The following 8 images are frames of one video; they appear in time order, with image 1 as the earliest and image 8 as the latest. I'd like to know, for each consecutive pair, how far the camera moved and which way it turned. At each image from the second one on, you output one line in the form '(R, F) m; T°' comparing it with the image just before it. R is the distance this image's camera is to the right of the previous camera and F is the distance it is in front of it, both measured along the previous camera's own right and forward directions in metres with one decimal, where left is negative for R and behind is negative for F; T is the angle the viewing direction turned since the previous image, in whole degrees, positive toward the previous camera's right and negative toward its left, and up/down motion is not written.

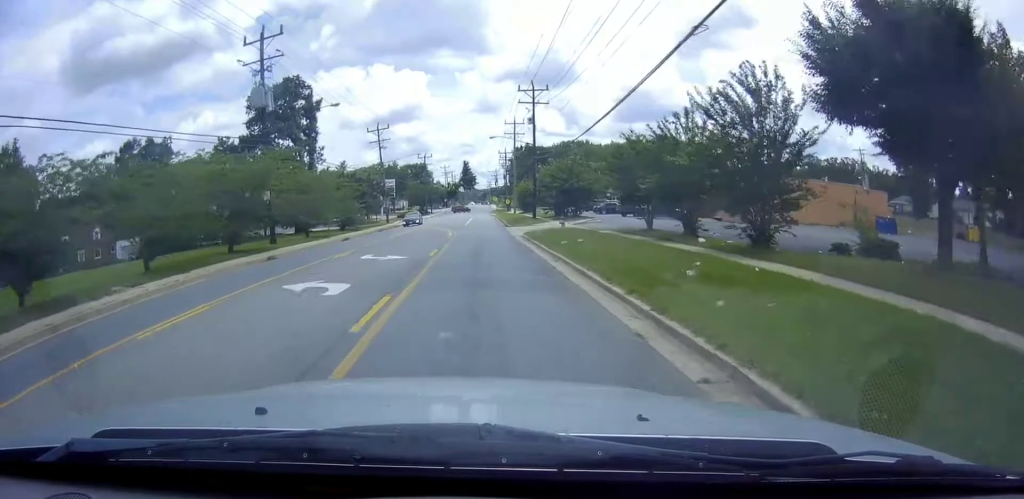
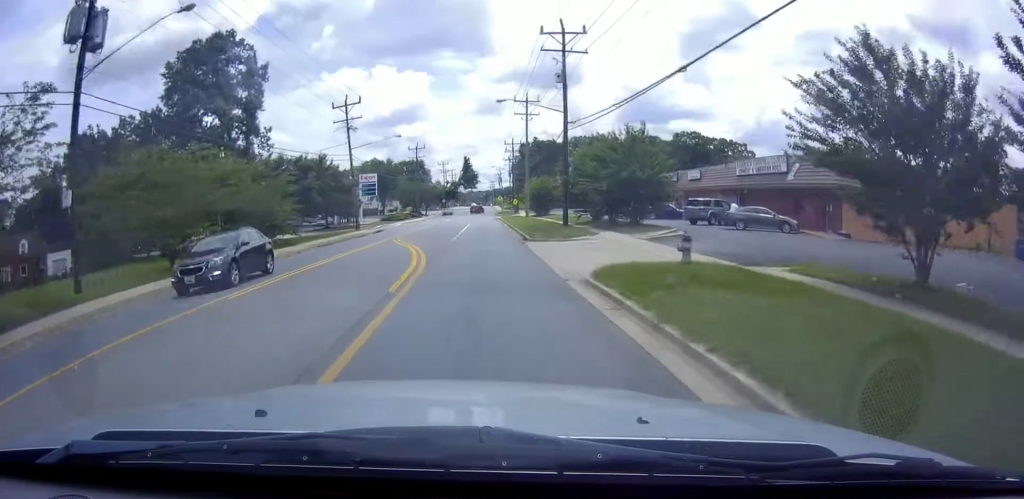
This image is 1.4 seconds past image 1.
(-0.1, +20.4) m; -1°
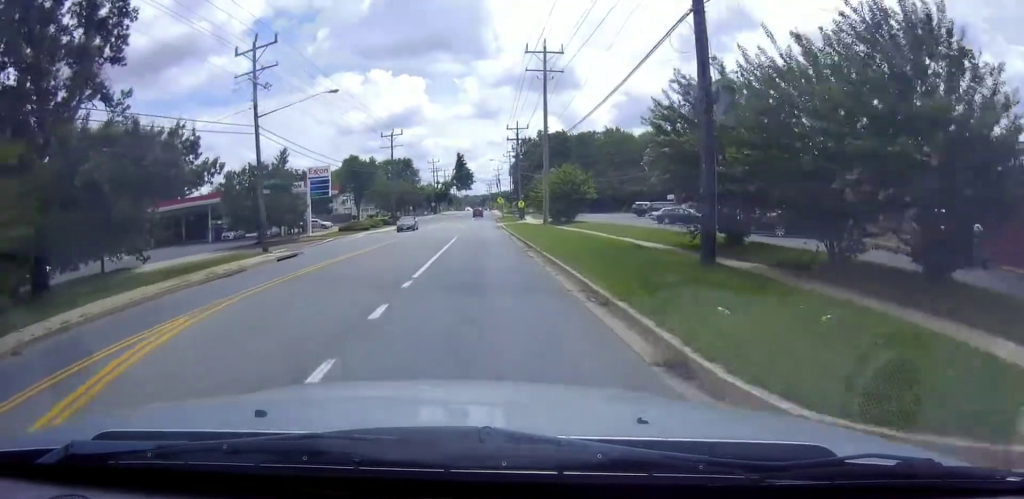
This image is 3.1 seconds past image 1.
(-0.4, +24.2) m; -1°
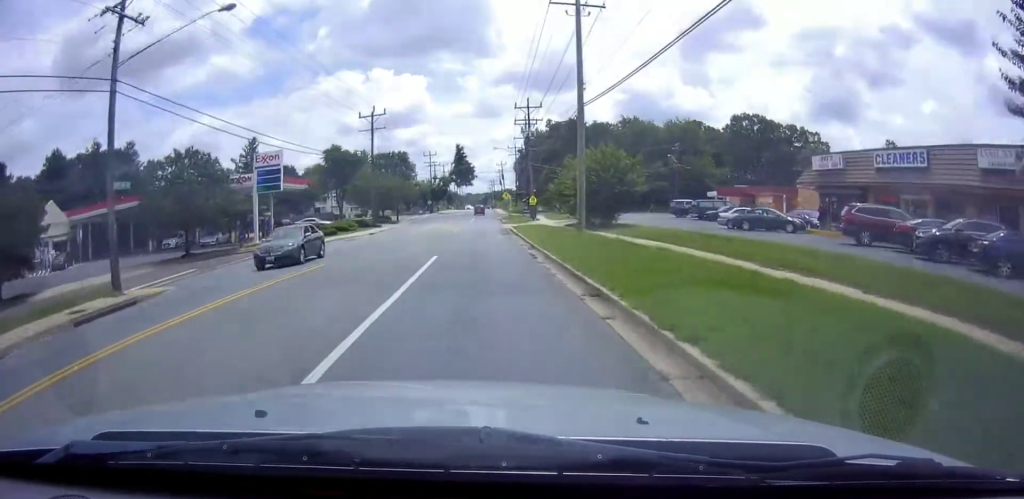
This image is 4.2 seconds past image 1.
(+0.2, +15.3) m; +1°
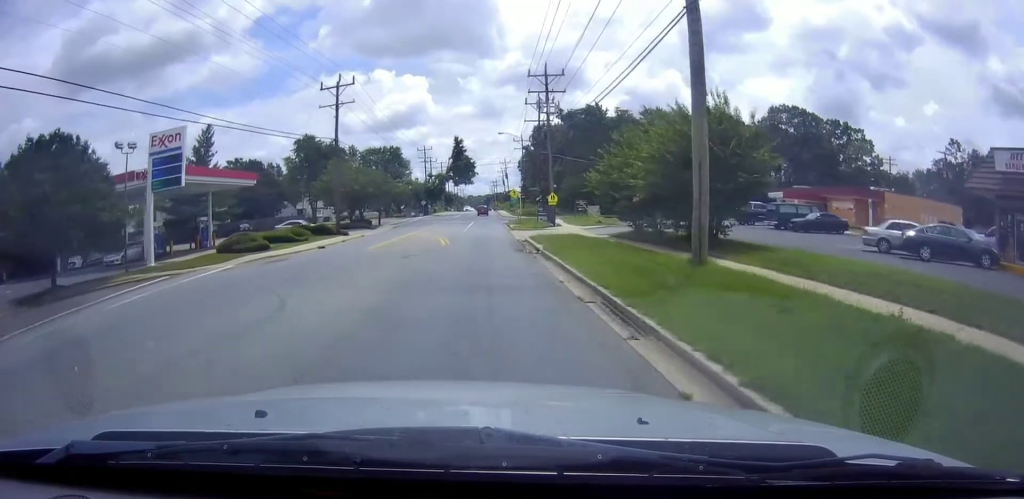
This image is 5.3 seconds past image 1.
(0.0, +16.5) m; -1°
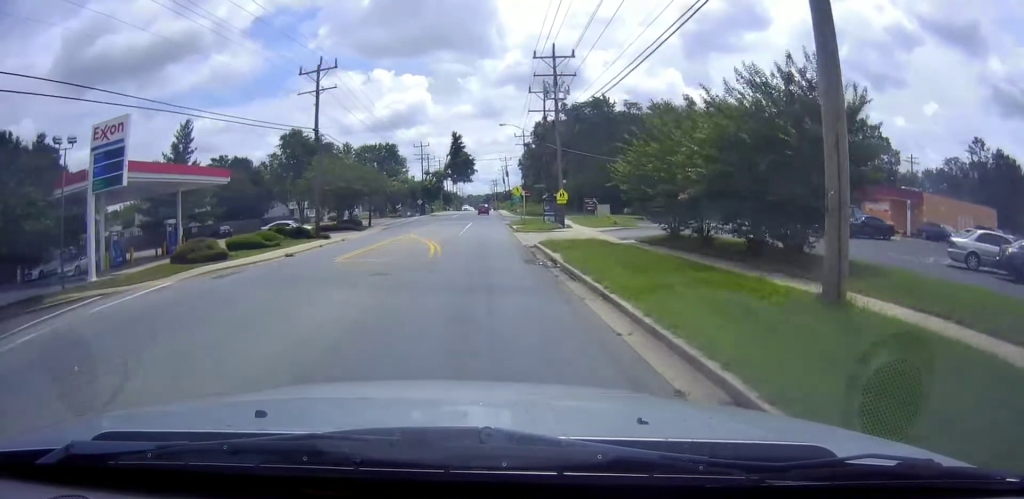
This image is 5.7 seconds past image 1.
(-0.1, +5.7) m; 0°
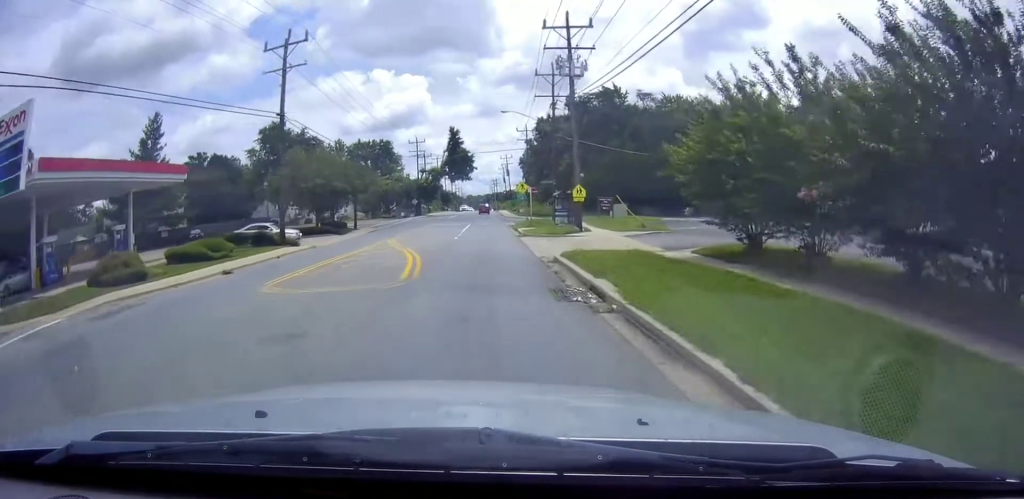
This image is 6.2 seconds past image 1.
(-0.2, +7.4) m; 0°
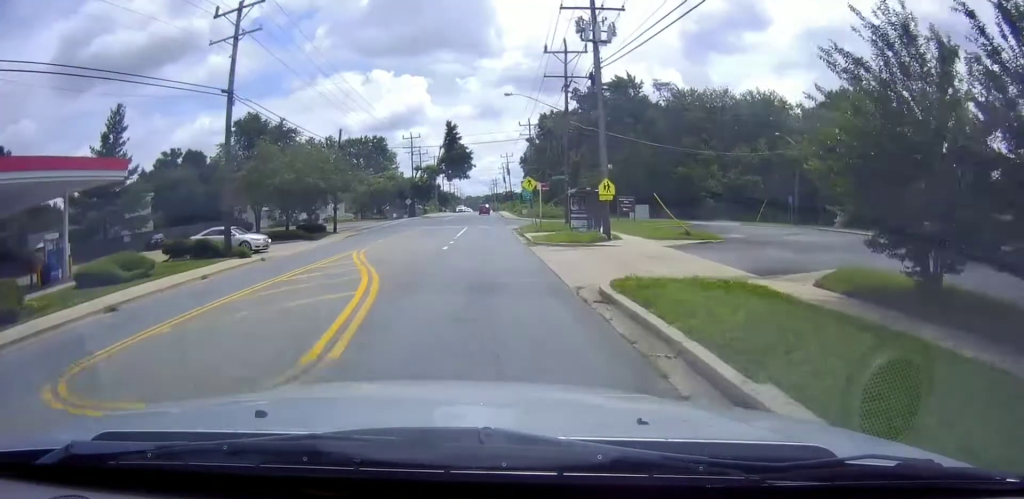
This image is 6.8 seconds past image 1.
(+0.2, +7.5) m; +1°
